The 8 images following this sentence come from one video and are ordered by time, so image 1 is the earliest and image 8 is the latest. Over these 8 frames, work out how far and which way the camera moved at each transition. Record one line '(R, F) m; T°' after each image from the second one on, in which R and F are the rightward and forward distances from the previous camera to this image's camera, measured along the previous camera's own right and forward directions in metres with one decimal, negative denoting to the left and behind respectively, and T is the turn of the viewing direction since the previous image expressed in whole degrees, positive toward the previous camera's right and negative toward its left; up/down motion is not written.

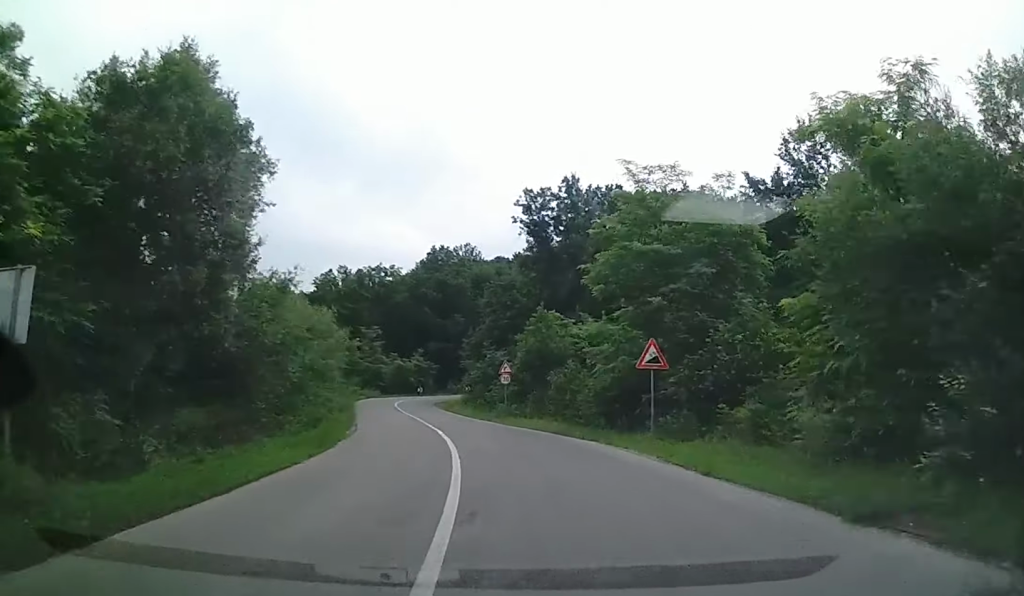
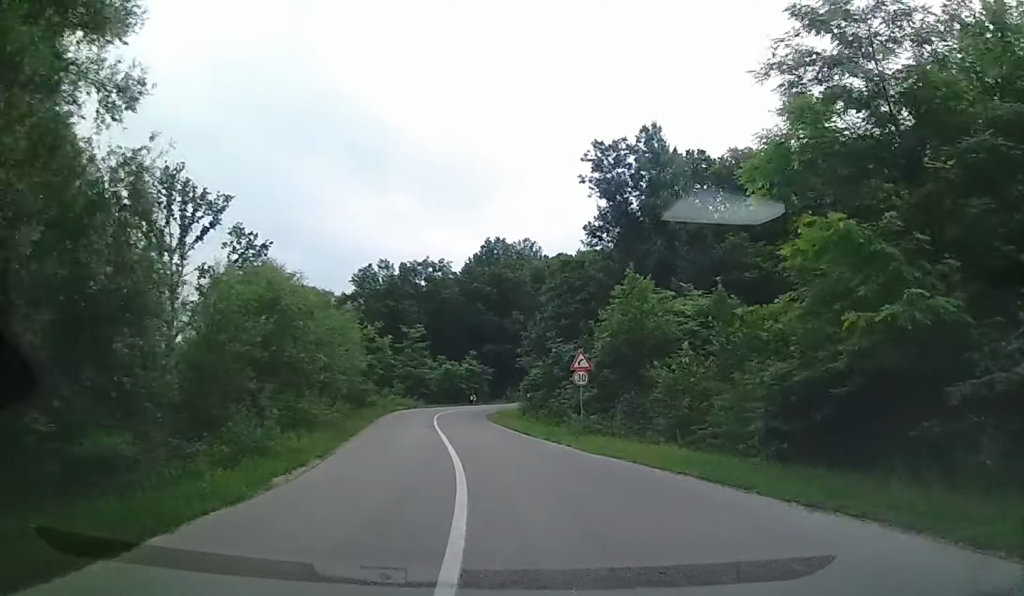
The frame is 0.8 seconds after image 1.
(-0.5, +12.4) m; -5°
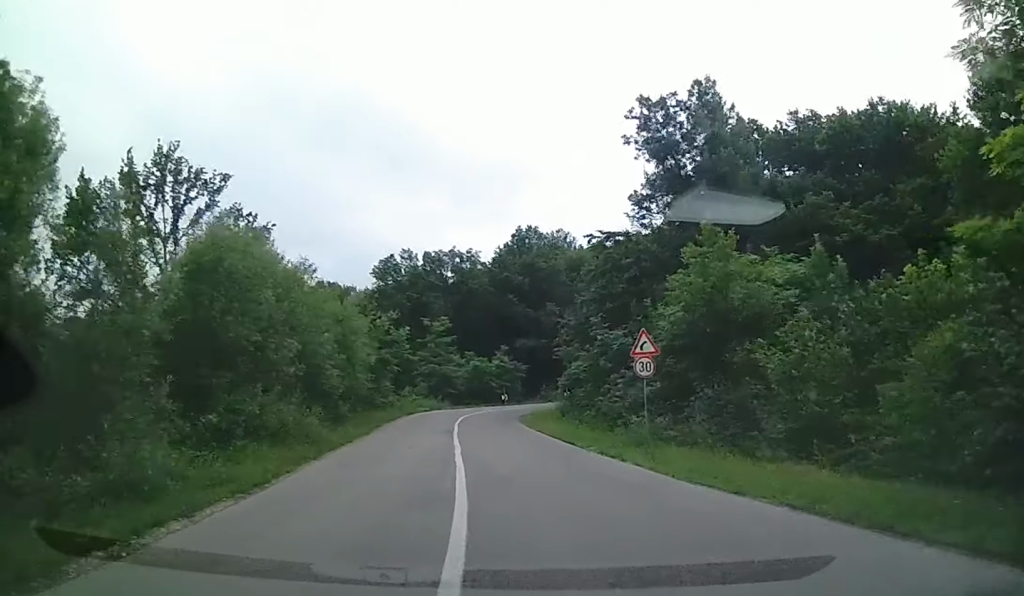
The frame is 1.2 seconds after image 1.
(-0.3, +6.6) m; -3°
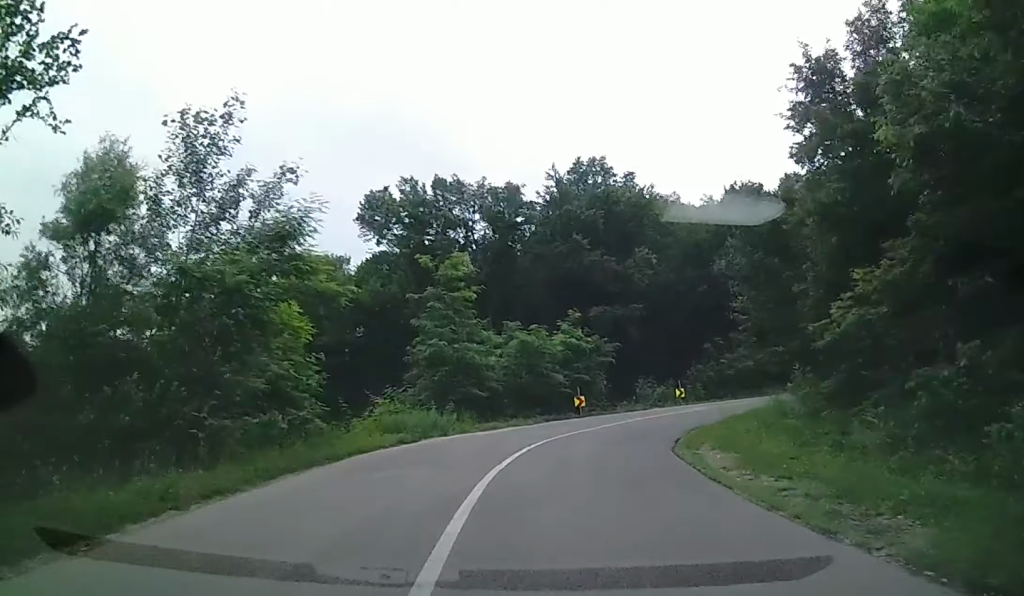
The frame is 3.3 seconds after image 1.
(-1.1, +29.5) m; +5°
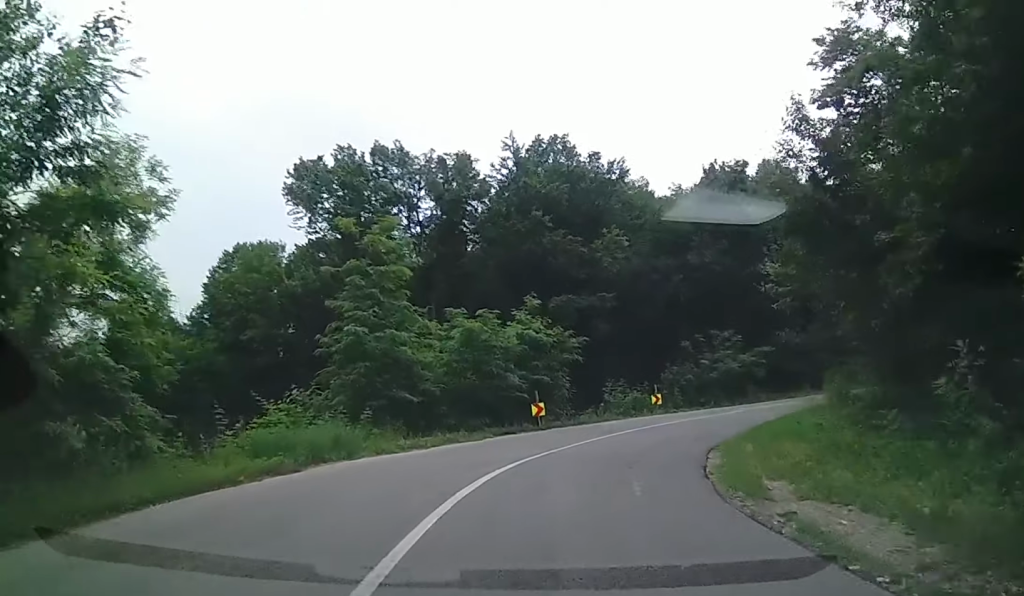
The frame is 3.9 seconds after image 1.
(+0.3, +6.6) m; +6°
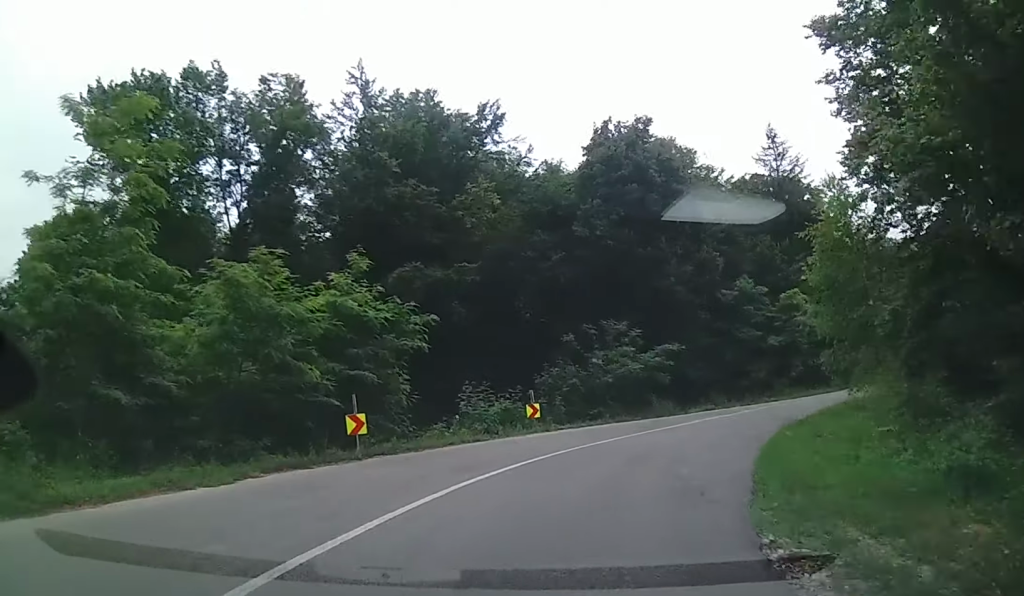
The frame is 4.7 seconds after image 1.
(+0.7, +10.5) m; +14°
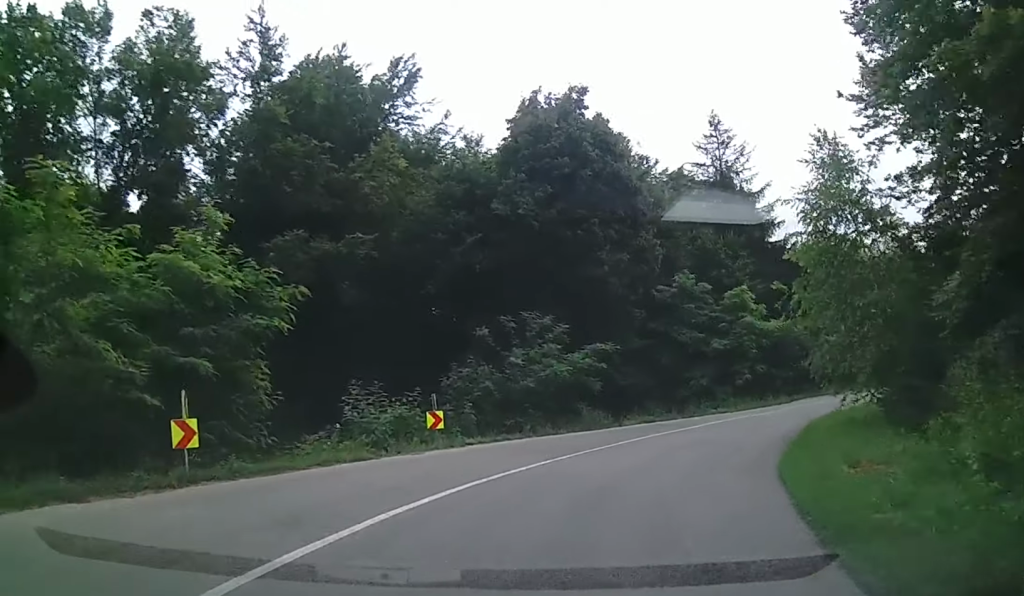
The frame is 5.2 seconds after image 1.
(+0.6, +5.3) m; +7°
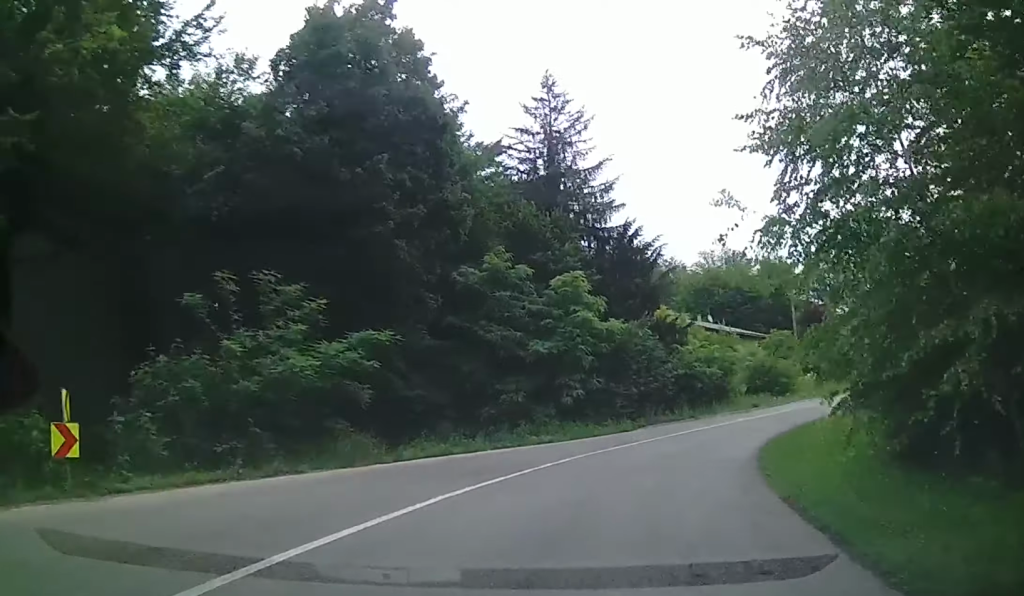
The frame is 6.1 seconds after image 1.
(+1.7, +10.1) m; +10°
